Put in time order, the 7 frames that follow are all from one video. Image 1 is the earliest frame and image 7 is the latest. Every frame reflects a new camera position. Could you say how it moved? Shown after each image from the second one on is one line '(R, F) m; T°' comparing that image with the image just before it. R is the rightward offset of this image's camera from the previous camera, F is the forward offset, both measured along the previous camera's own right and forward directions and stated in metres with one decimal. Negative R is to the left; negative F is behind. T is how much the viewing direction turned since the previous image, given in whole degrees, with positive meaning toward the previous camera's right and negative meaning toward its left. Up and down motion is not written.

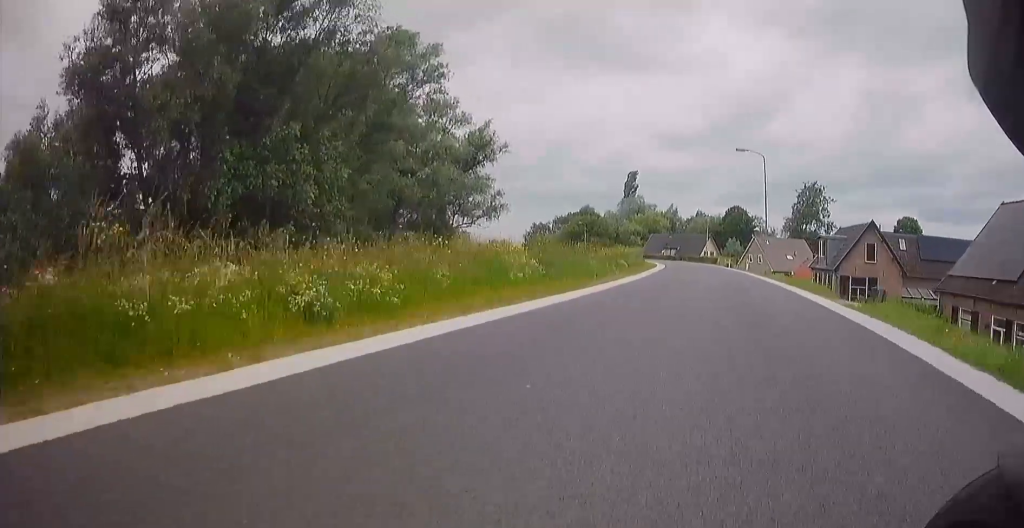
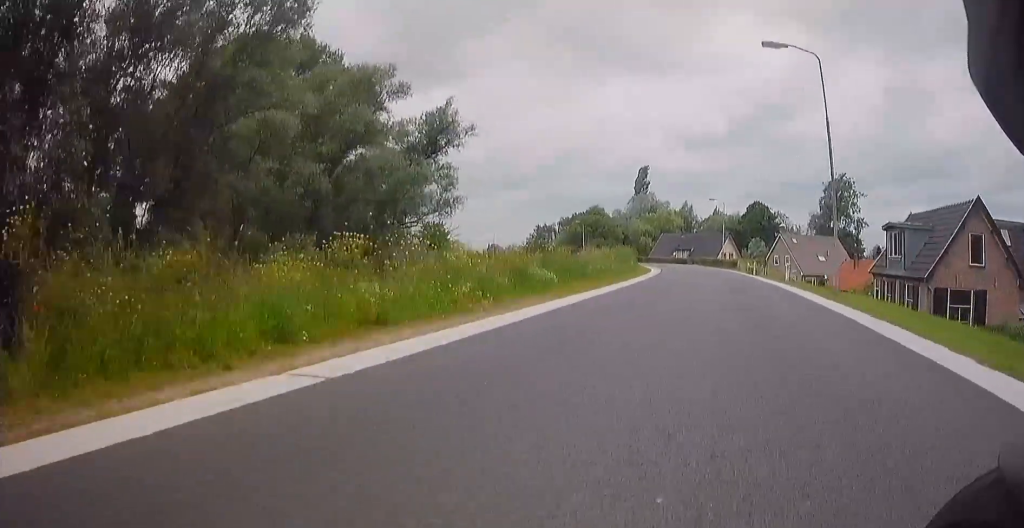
(-0.1, +14.2) m; -1°
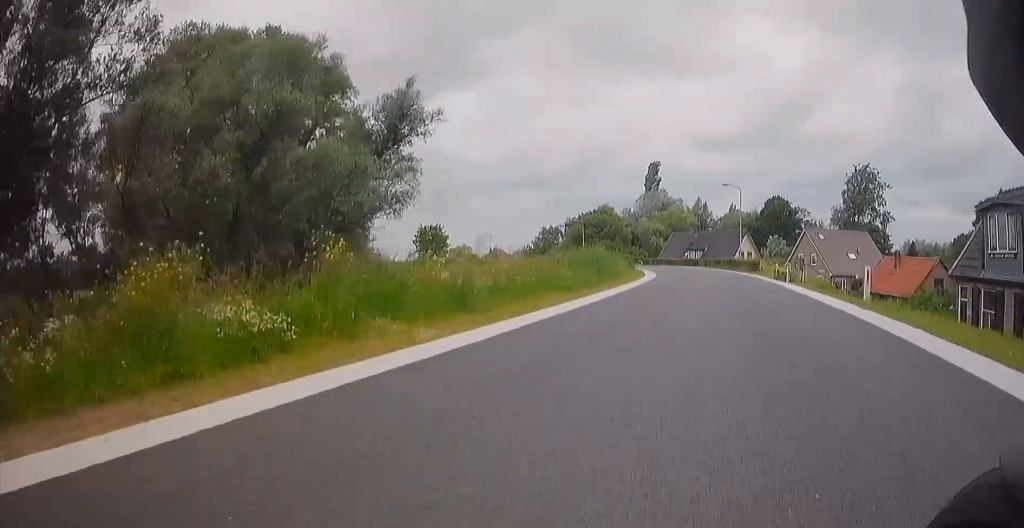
(-0.1, +9.7) m; -2°
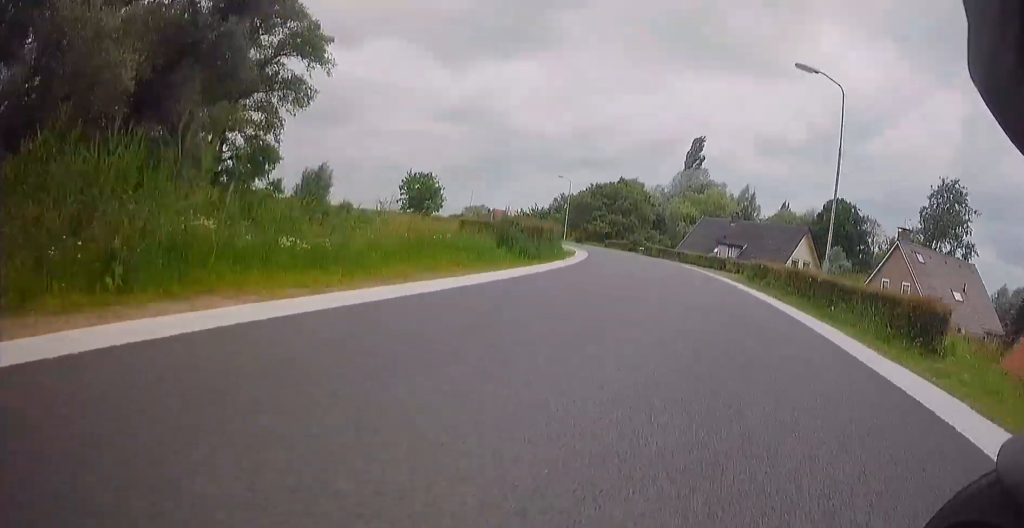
(-1.1, +24.7) m; -7°
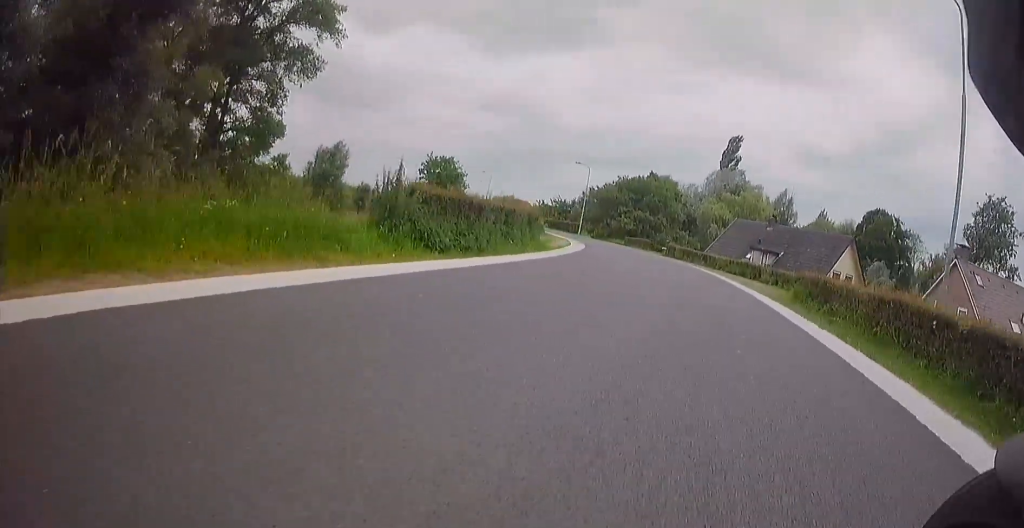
(0.0, +6.8) m; -3°
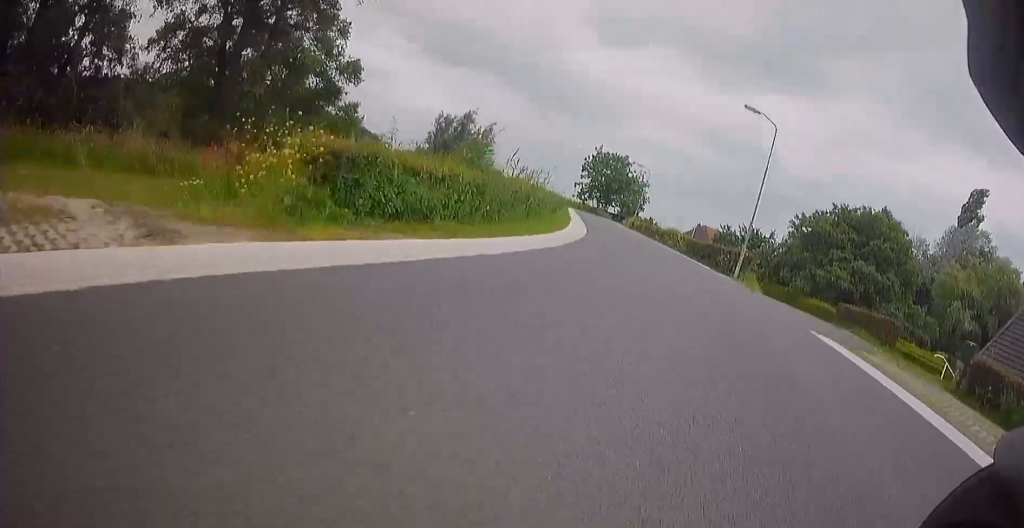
(-4.4, +26.6) m; -22°
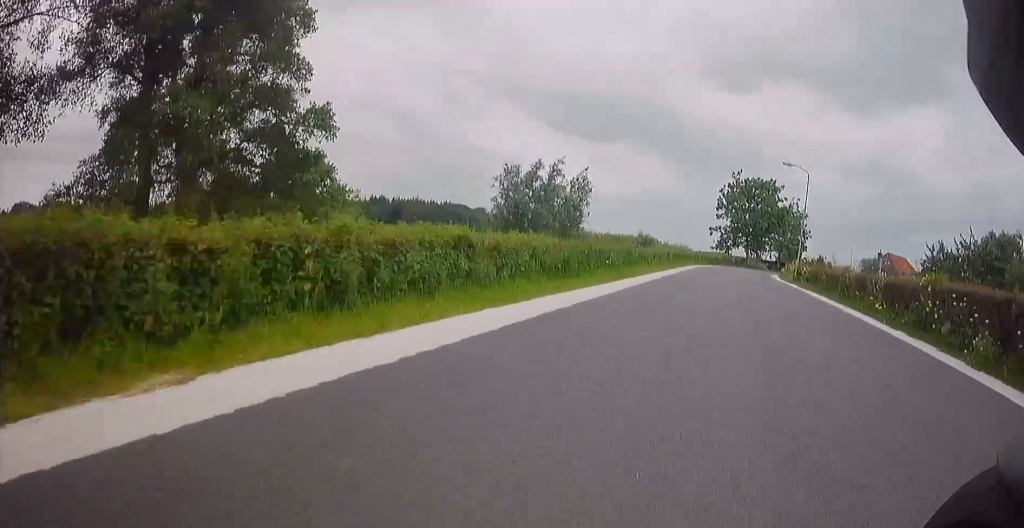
(-4.1, +22.9) m; -17°
